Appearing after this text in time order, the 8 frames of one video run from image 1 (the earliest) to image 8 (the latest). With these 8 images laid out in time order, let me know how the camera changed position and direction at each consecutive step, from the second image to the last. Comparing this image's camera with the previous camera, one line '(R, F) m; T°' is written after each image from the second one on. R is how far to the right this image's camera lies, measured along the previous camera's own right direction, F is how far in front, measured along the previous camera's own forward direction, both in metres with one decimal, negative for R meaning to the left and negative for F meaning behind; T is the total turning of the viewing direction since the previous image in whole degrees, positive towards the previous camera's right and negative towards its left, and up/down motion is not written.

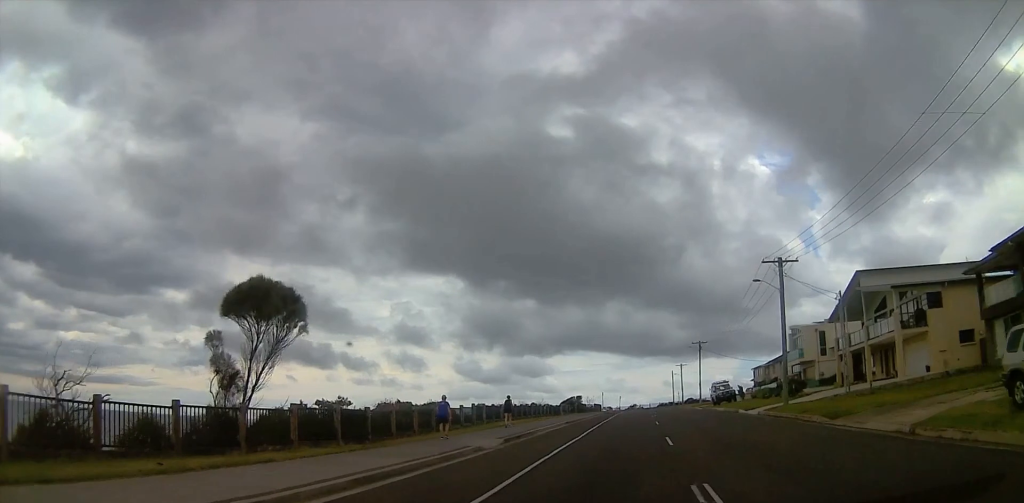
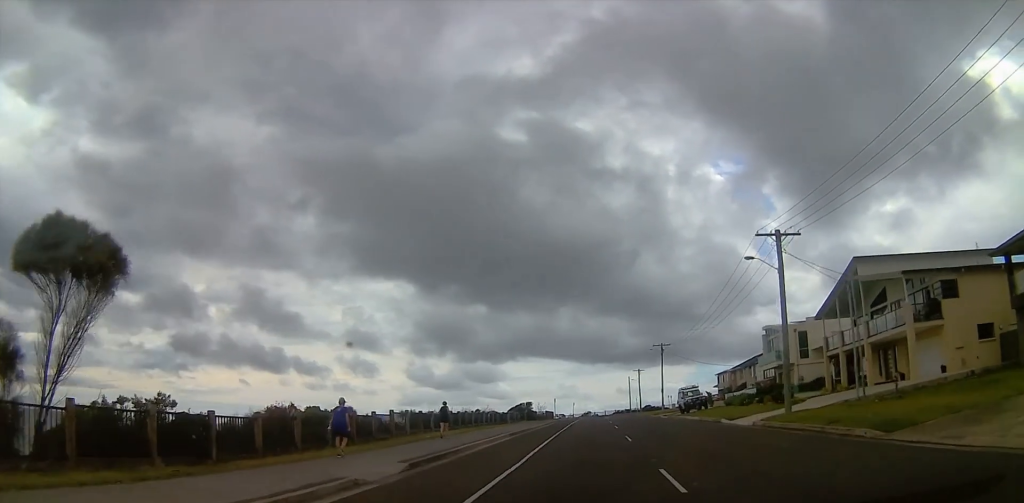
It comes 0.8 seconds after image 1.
(+0.1, +7.1) m; -3°
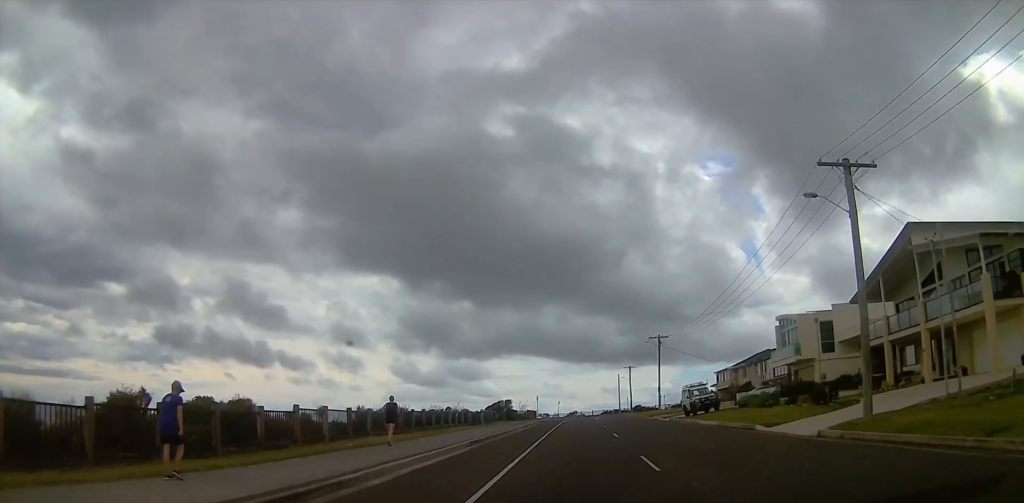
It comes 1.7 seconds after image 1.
(-0.6, +8.4) m; +4°
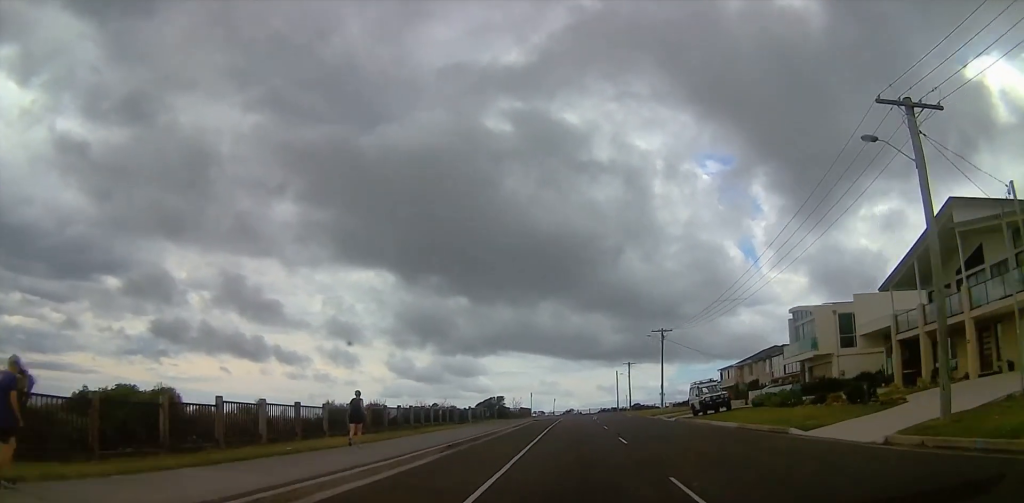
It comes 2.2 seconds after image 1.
(+0.5, +4.6) m; +3°
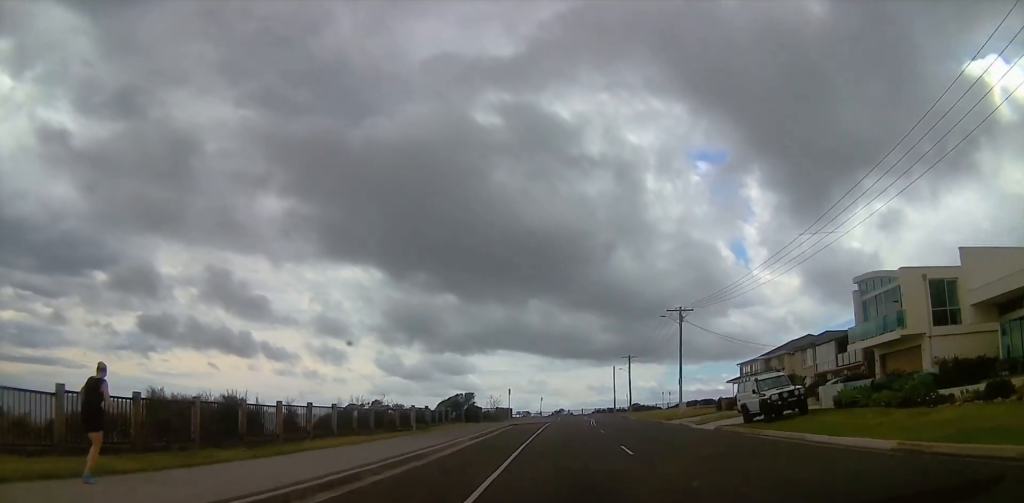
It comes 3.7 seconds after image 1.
(+1.1, +15.2) m; 0°
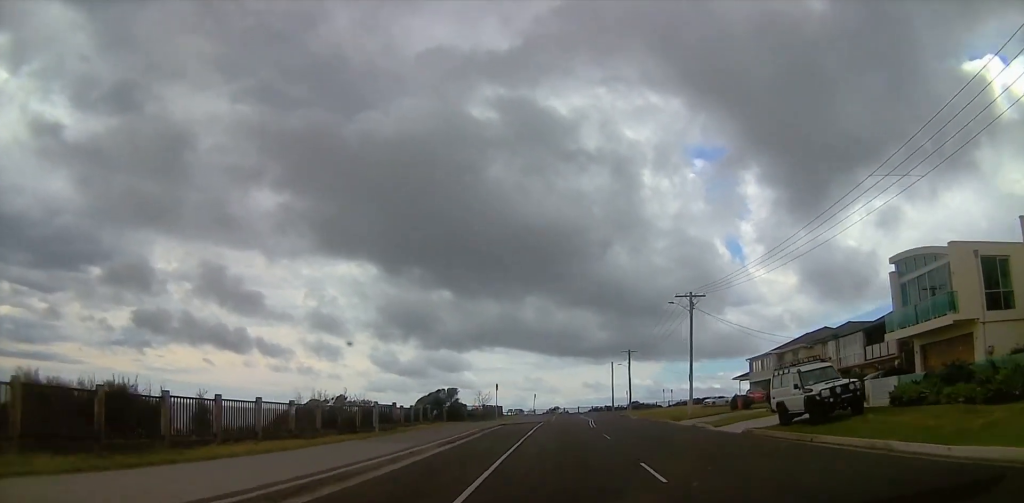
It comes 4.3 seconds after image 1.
(-0.3, +6.0) m; +2°
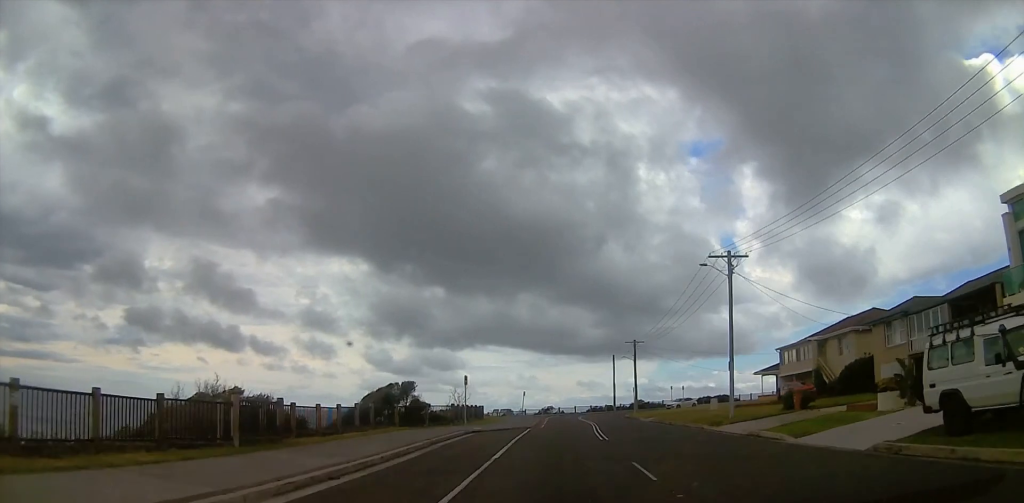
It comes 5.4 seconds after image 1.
(+0.5, +12.0) m; +6°
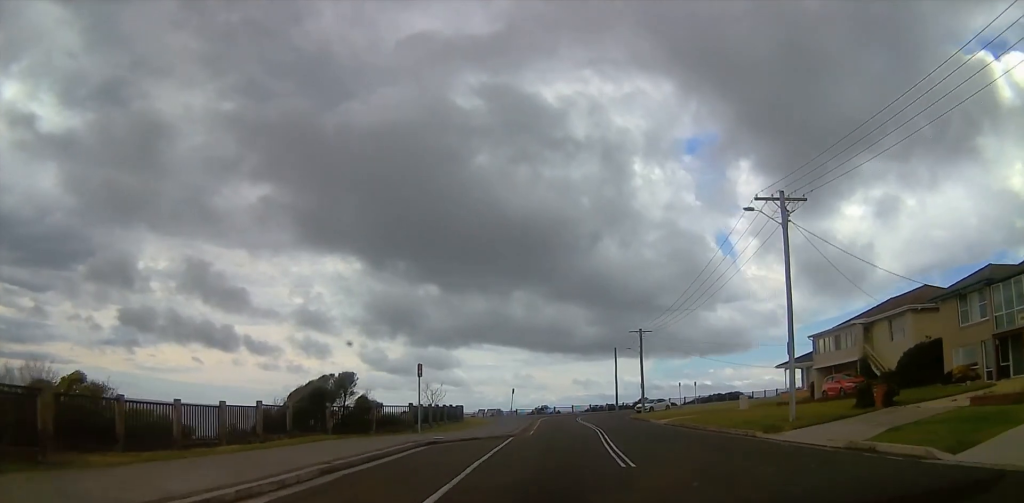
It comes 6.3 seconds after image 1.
(+0.4, +9.8) m; +1°
